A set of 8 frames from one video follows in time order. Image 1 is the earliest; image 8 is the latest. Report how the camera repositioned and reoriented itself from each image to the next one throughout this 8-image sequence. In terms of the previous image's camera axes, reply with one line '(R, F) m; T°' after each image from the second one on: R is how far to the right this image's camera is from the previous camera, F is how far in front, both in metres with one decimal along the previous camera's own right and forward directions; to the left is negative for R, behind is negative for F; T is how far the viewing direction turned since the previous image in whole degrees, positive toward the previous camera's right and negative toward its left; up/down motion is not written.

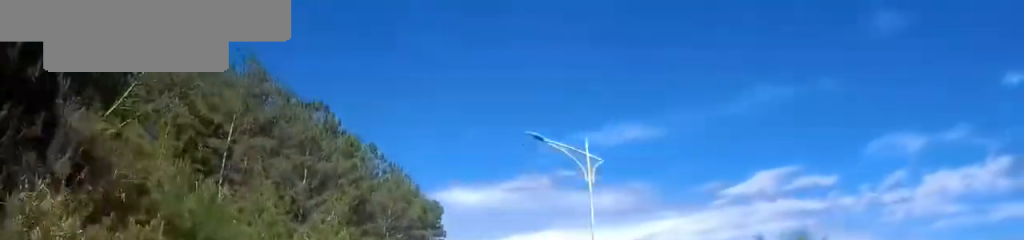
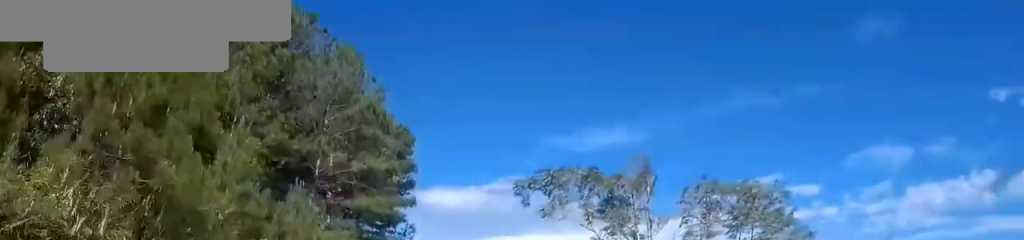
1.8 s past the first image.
(+1.5, +20.5) m; +7°
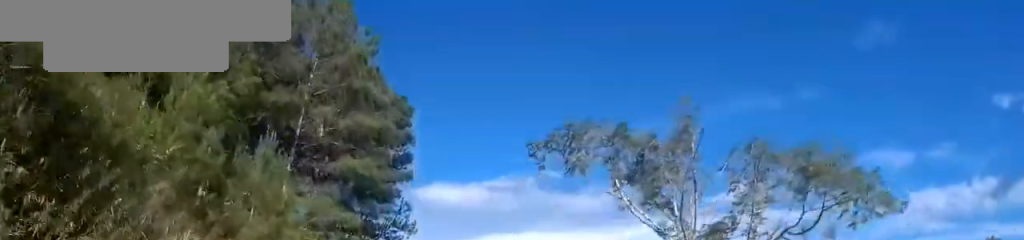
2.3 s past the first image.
(+0.1, +4.8) m; +1°
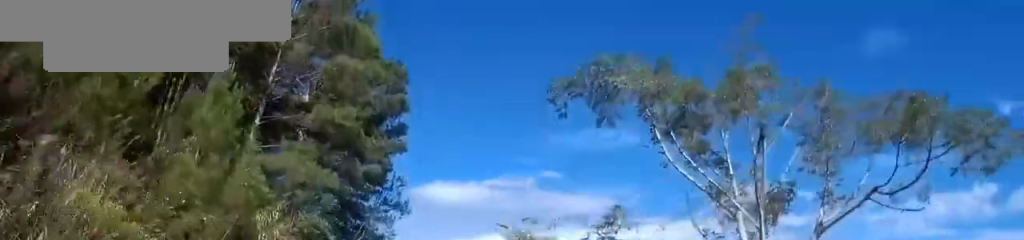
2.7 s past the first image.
(0.0, +5.0) m; 0°
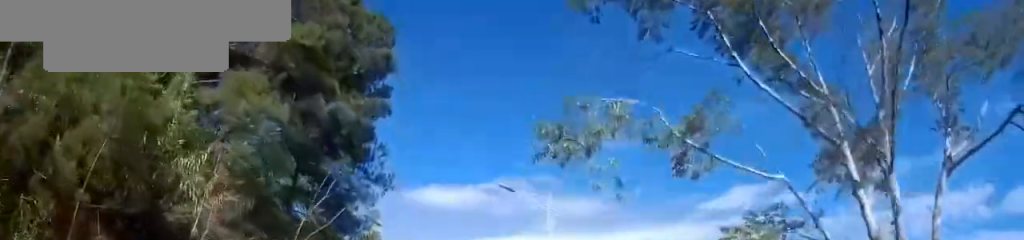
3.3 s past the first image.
(0.0, +6.0) m; 0°
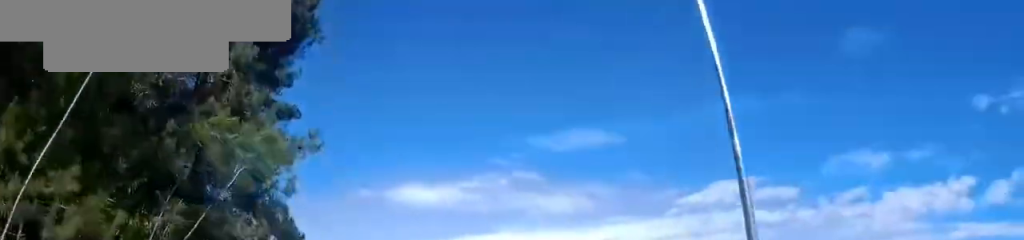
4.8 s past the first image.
(+0.1, +15.4) m; +1°
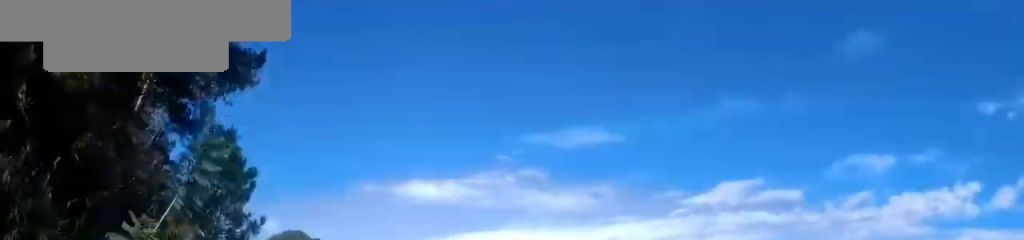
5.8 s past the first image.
(0.0, +8.6) m; 0°
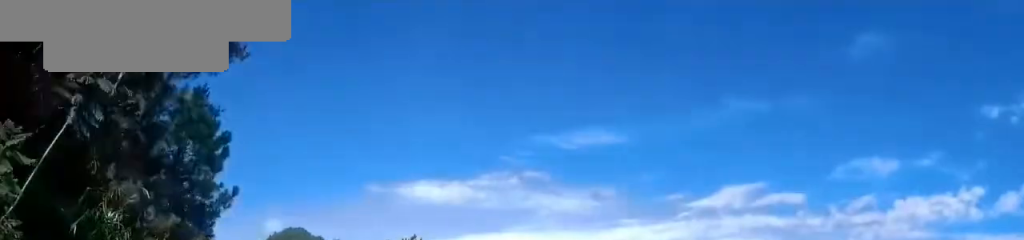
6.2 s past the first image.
(0.0, +3.3) m; 0°
